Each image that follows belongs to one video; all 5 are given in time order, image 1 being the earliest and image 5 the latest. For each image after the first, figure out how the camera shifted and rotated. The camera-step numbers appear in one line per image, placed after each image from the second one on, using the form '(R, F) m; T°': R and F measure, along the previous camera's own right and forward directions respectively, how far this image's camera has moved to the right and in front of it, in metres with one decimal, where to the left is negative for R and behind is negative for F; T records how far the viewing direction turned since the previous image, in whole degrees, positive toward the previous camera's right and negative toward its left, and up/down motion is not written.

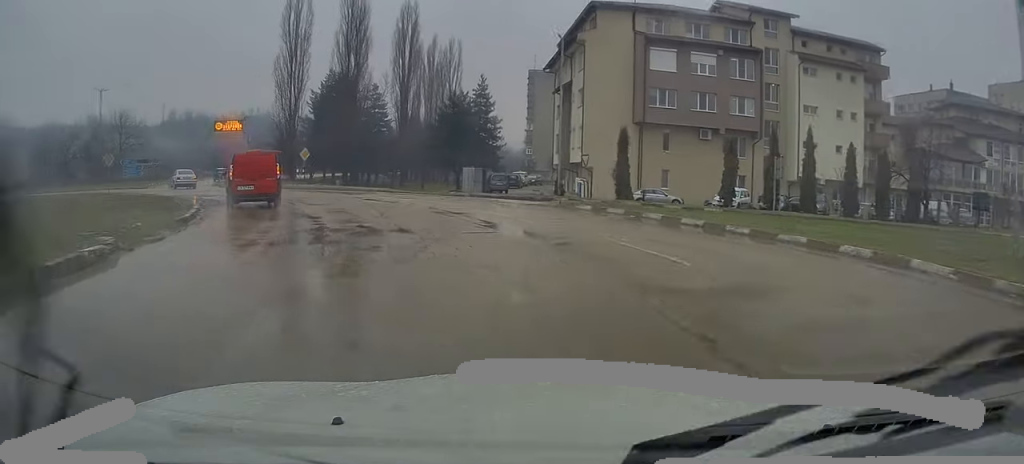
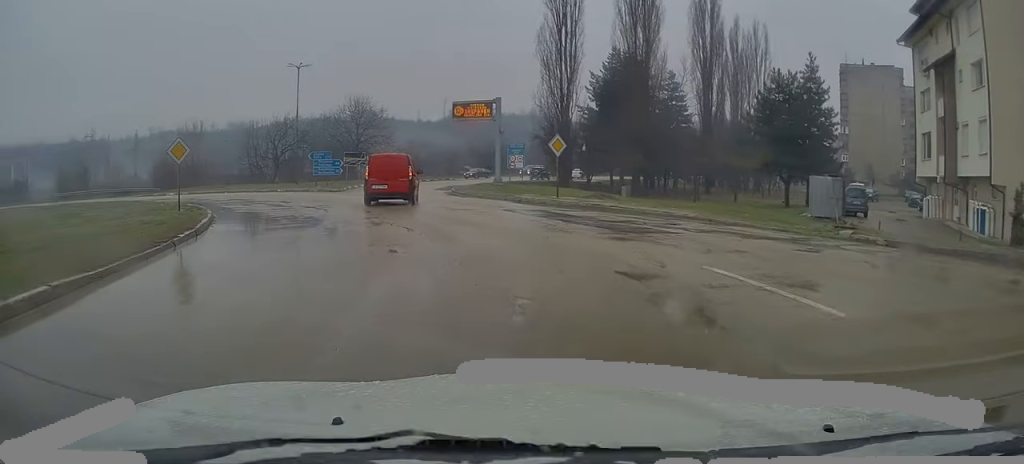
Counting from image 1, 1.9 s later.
(-4.5, +18.1) m; -26°
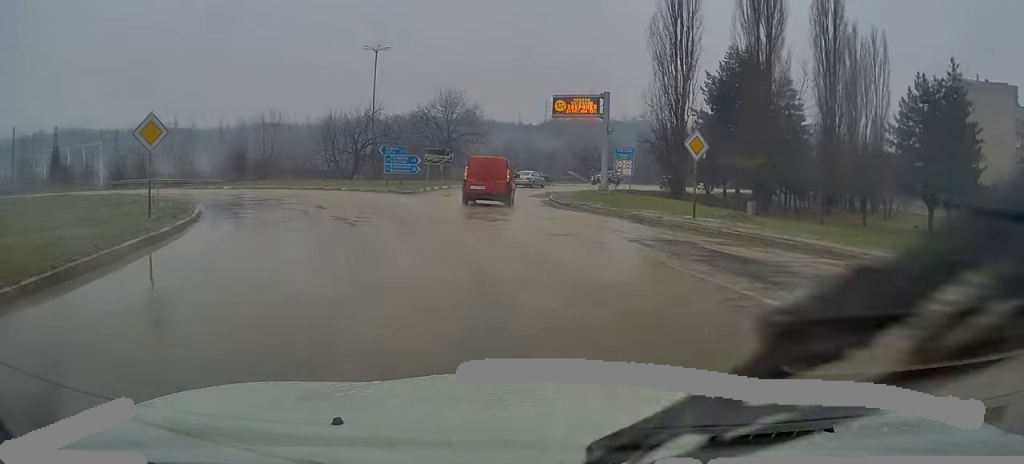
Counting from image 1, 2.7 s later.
(-0.8, +7.4) m; -5°
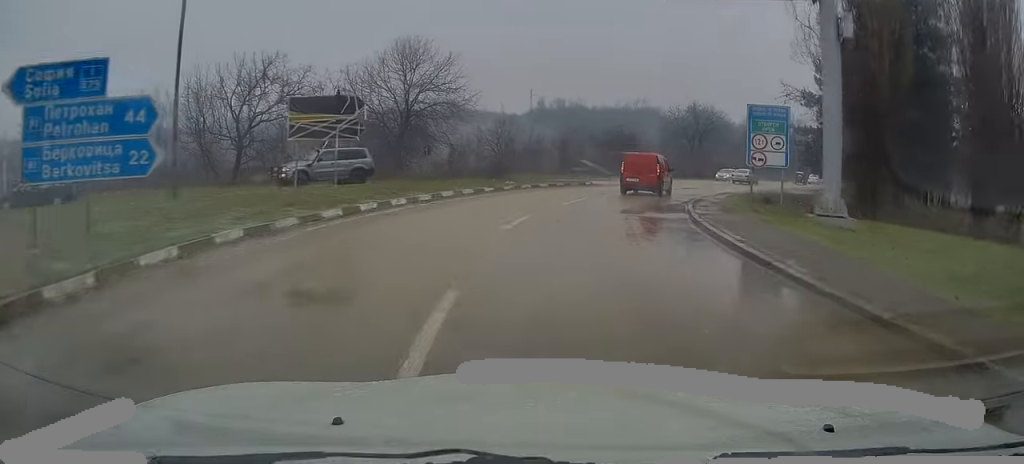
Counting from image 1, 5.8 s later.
(-0.4, +32.0) m; +6°
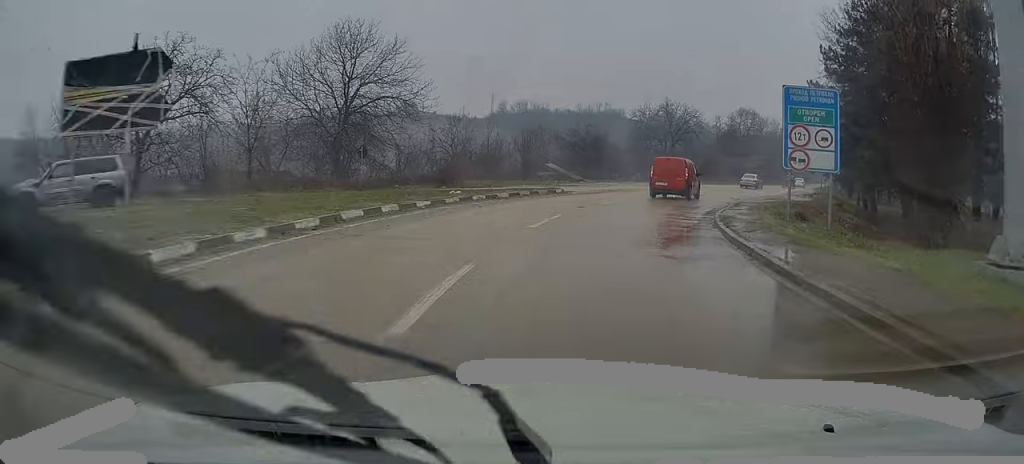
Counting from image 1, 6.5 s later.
(+0.3, +7.7) m; +4°
